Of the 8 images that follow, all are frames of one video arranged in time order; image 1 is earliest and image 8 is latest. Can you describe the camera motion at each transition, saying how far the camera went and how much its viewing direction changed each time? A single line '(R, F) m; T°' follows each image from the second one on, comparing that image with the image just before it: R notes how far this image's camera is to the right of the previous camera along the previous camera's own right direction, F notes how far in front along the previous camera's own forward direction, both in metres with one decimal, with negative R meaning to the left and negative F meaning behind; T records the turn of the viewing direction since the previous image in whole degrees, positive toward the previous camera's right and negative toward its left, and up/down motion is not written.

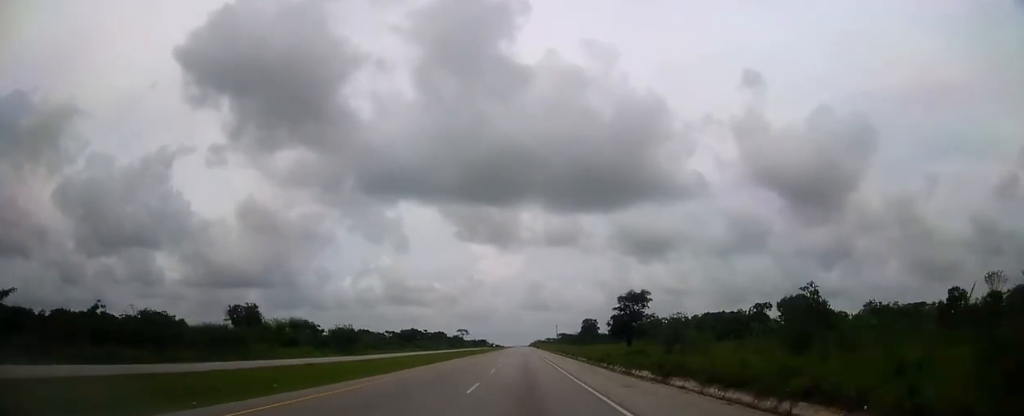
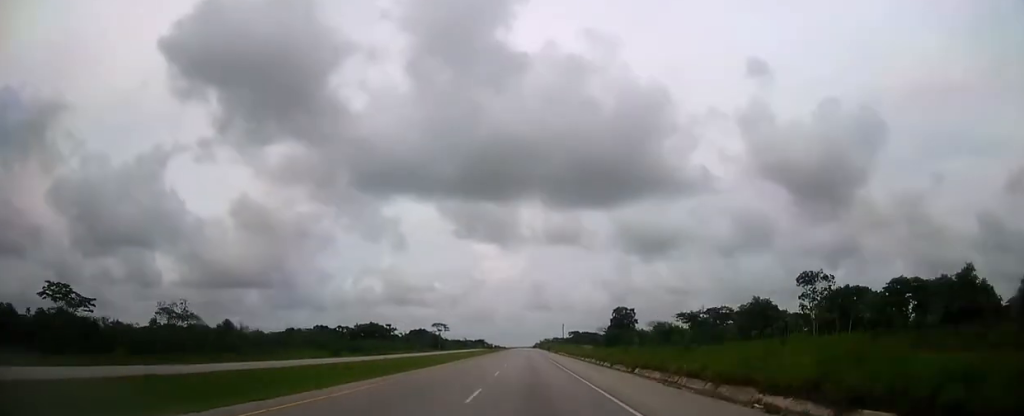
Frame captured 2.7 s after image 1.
(-0.2, +85.9) m; 0°
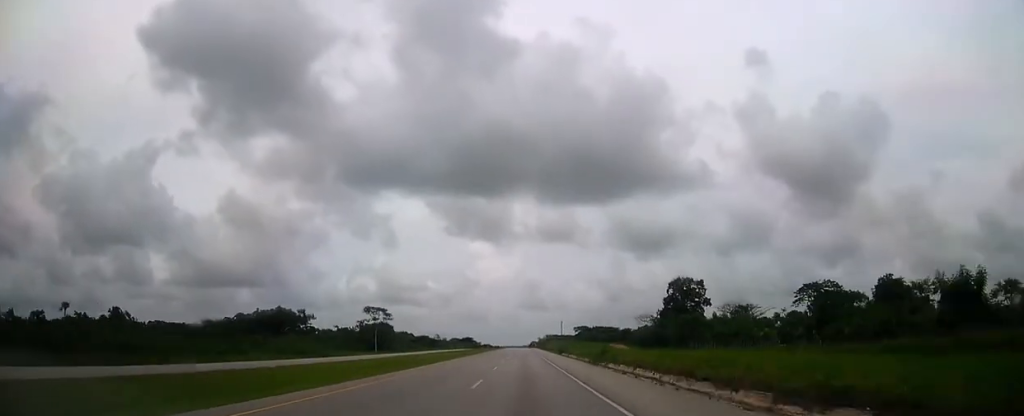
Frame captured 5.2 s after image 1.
(0.0, +80.2) m; 0°
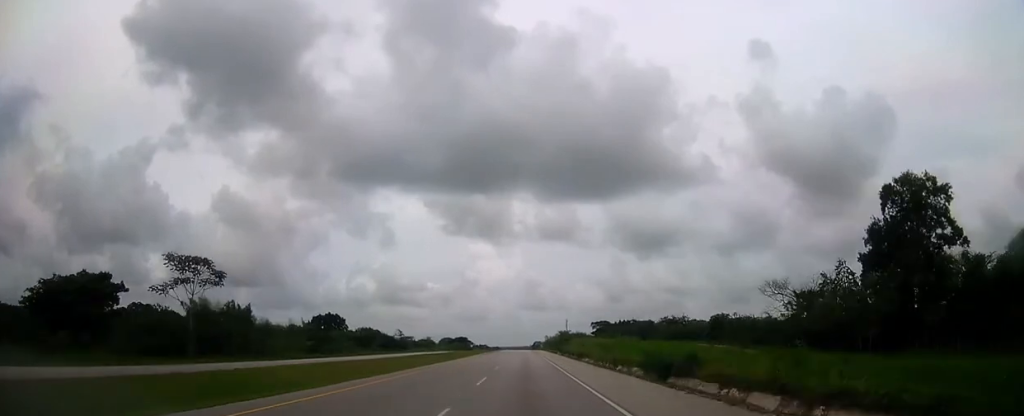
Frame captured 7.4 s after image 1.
(0.0, +69.9) m; 0°
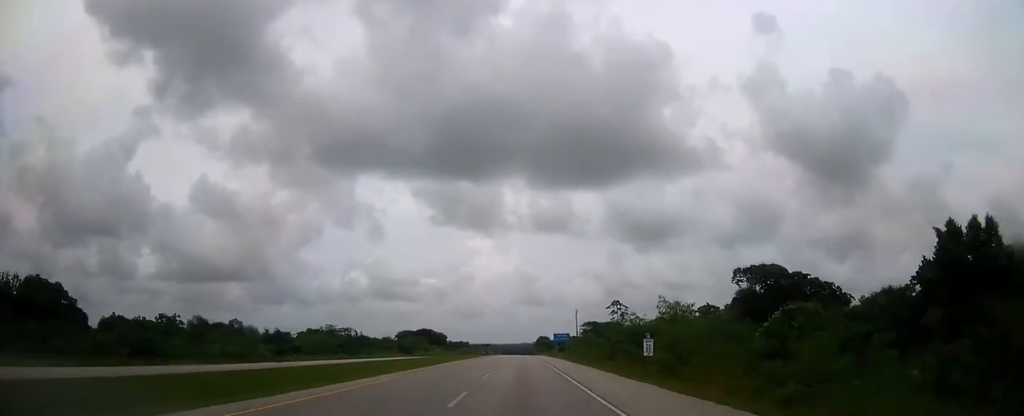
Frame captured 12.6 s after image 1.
(-0.1, +165.1) m; 0°
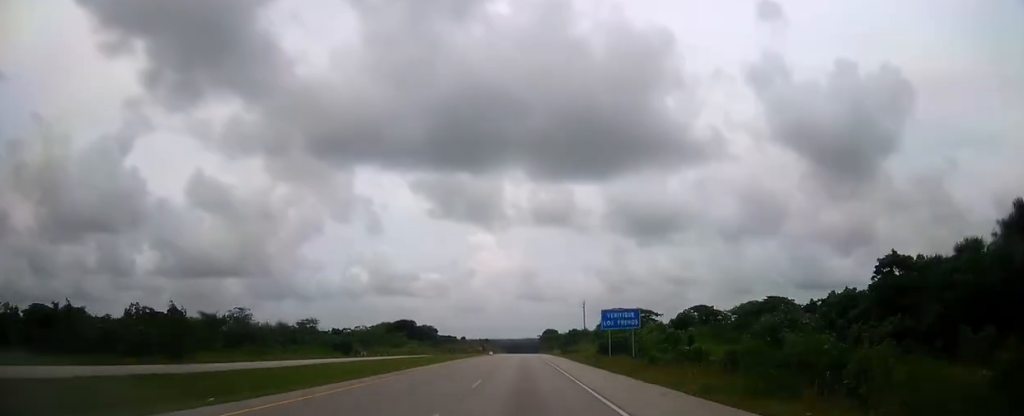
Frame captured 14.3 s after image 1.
(0.0, +53.3) m; 0°
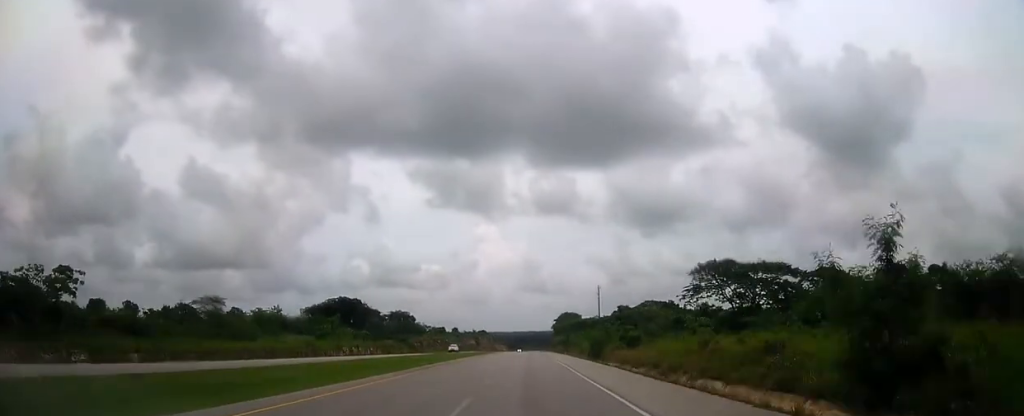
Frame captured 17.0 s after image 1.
(-0.2, +83.1) m; 0°
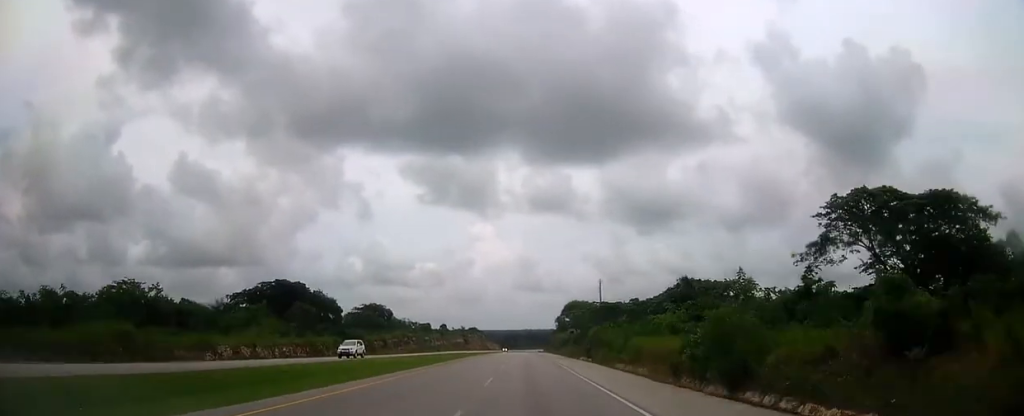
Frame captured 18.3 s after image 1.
(-0.1, +39.3) m; 0°
